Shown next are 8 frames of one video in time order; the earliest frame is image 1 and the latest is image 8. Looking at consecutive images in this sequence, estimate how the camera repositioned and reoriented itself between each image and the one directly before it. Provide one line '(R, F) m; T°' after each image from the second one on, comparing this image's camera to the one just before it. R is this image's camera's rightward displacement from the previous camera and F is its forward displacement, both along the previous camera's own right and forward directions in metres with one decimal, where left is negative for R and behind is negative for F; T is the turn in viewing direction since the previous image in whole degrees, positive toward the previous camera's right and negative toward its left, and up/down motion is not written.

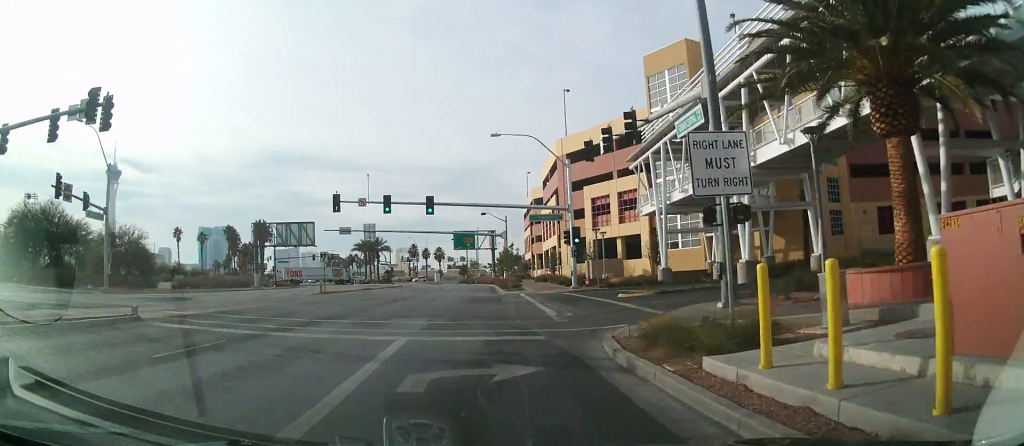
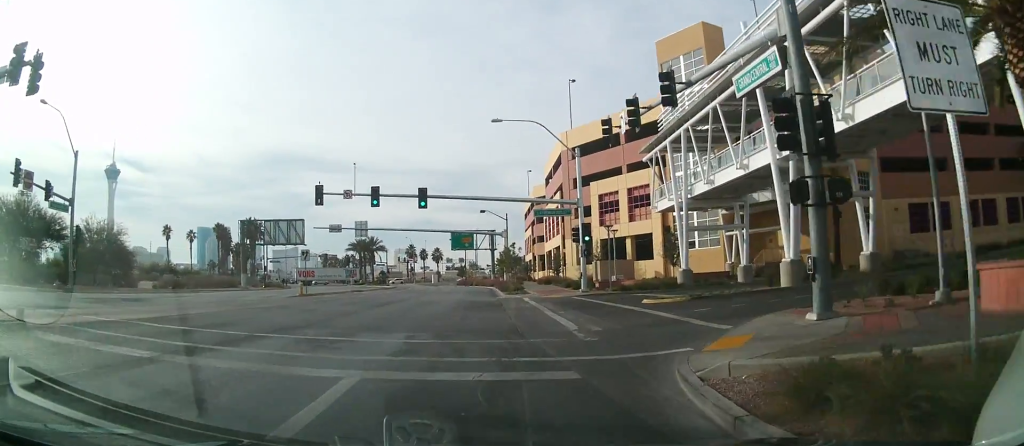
(+0.2, +5.0) m; +3°
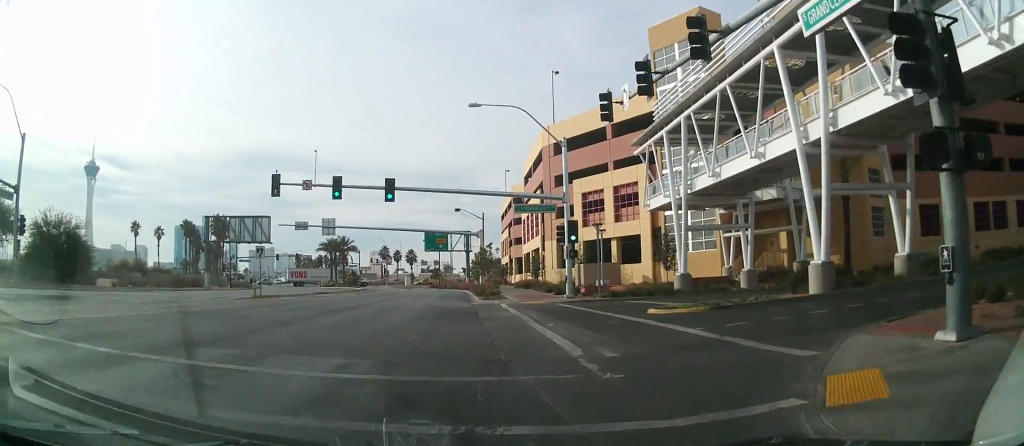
(+0.1, +4.6) m; +2°
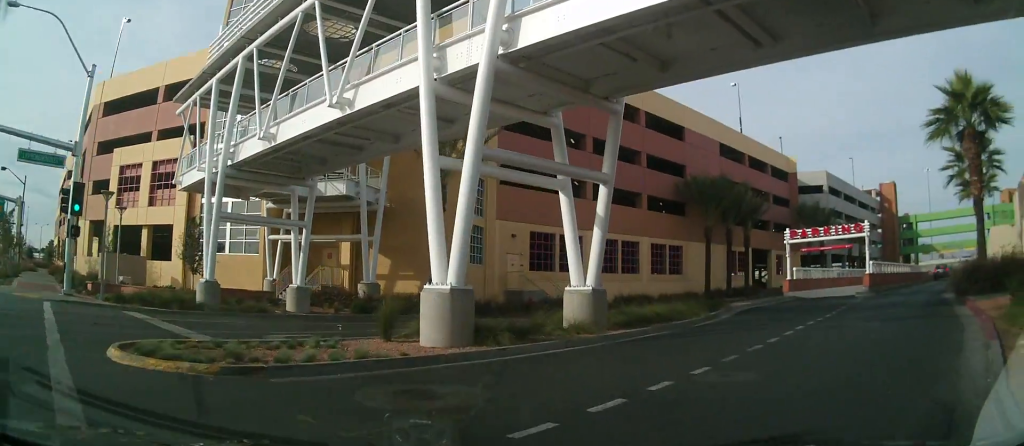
(+2.6, +10.2) m; +41°
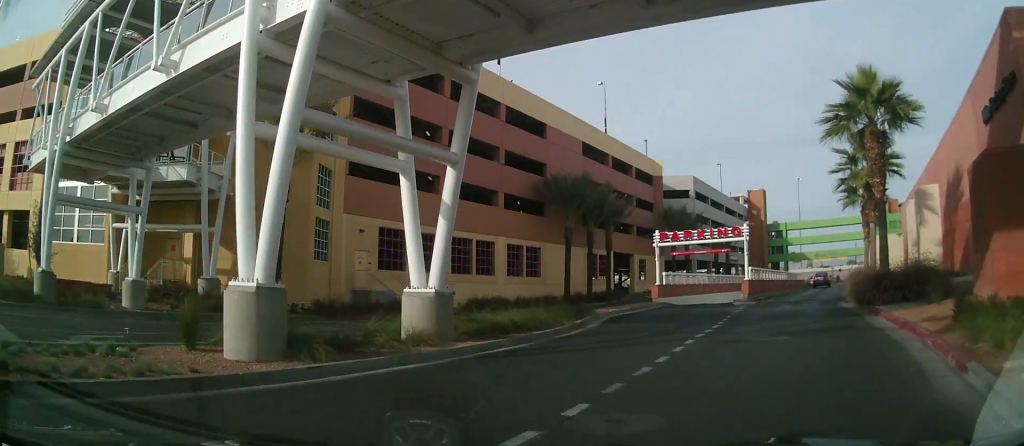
(+0.3, +2.3) m; +11°
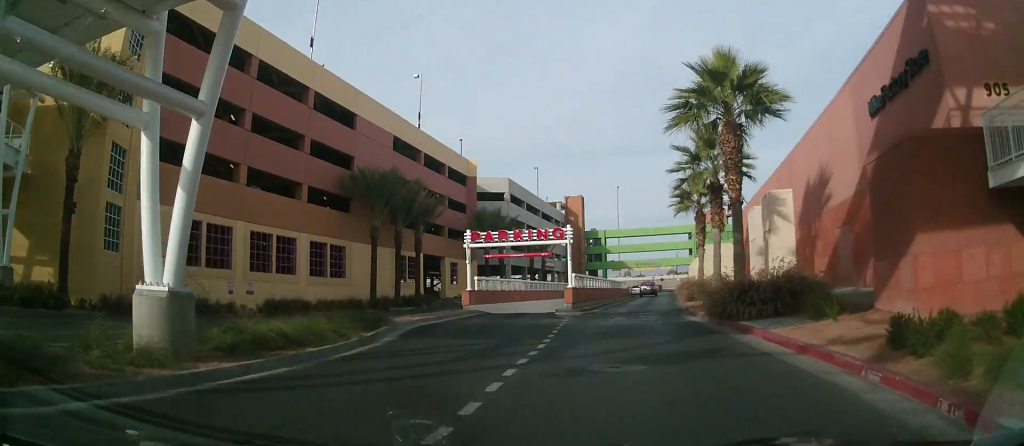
(+0.2, +3.3) m; +11°
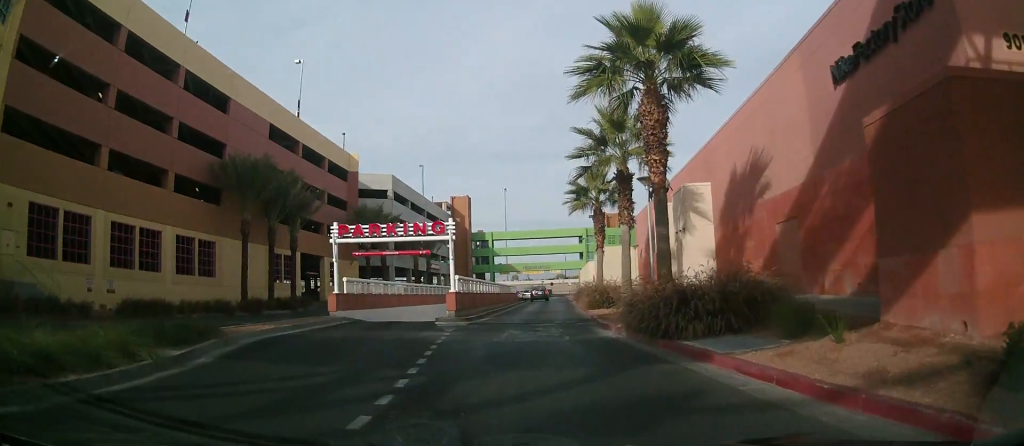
(+0.7, +4.2) m; +7°
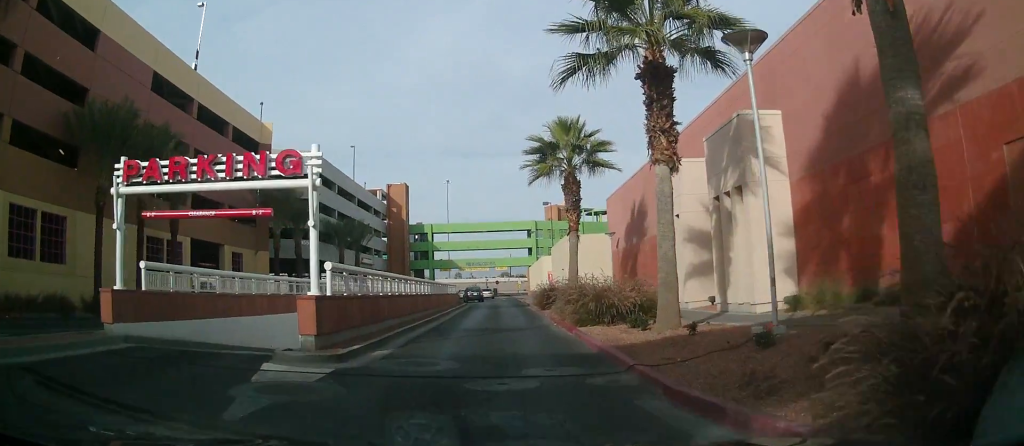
(+1.8, +11.7) m; +16°
